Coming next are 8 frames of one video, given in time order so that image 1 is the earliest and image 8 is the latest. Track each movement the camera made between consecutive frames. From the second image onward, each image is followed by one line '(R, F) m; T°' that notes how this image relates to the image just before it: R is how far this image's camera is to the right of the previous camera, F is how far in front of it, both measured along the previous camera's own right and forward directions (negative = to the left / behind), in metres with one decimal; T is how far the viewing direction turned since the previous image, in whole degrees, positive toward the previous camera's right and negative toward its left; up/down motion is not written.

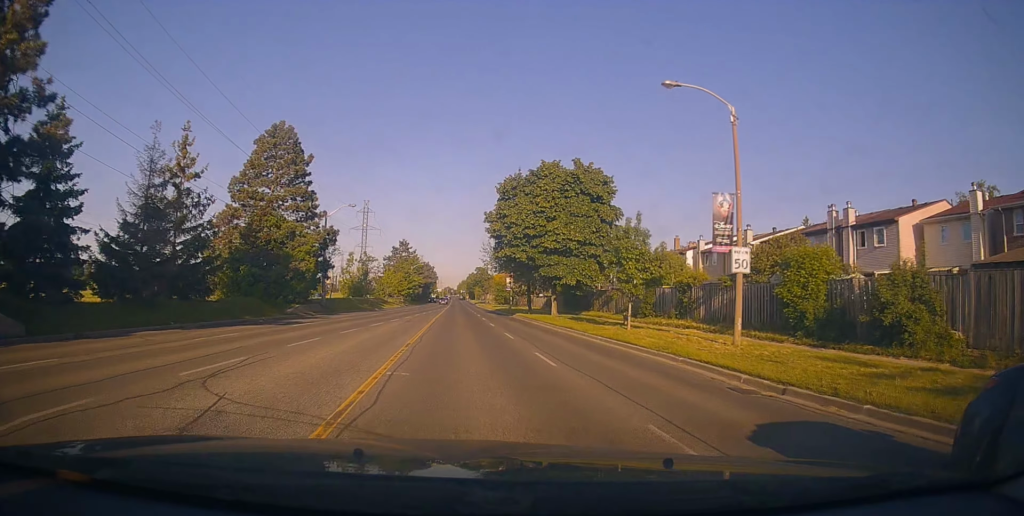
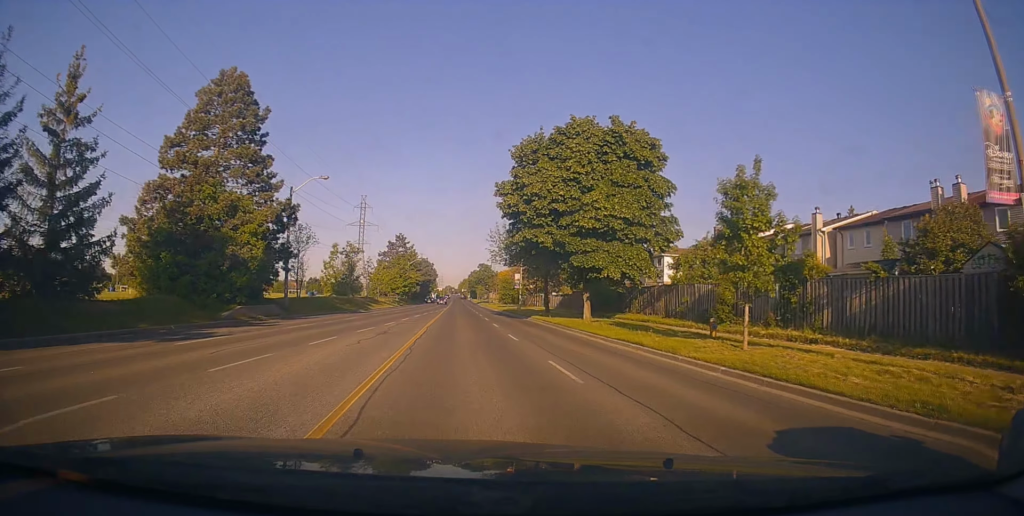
(+0.2, +10.7) m; +1°
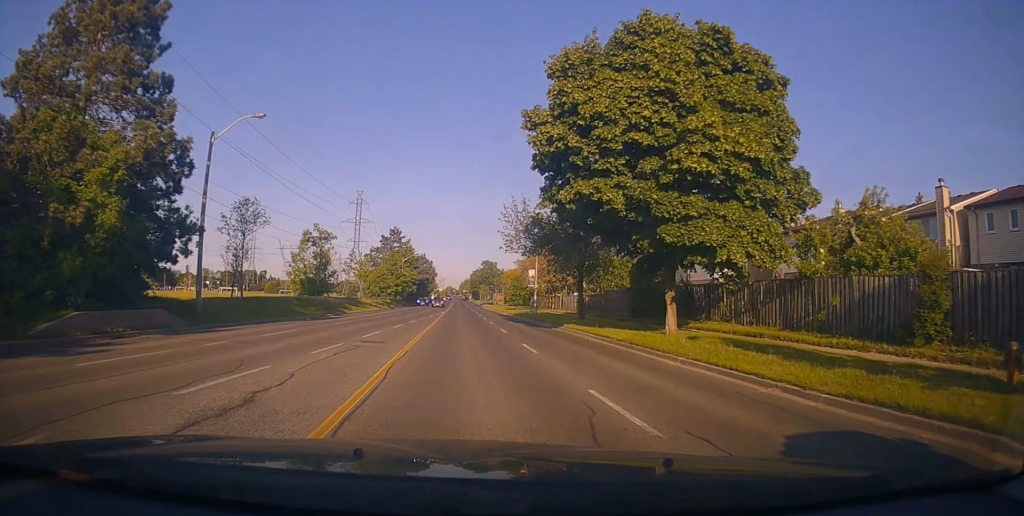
(0.0, +13.4) m; -2°
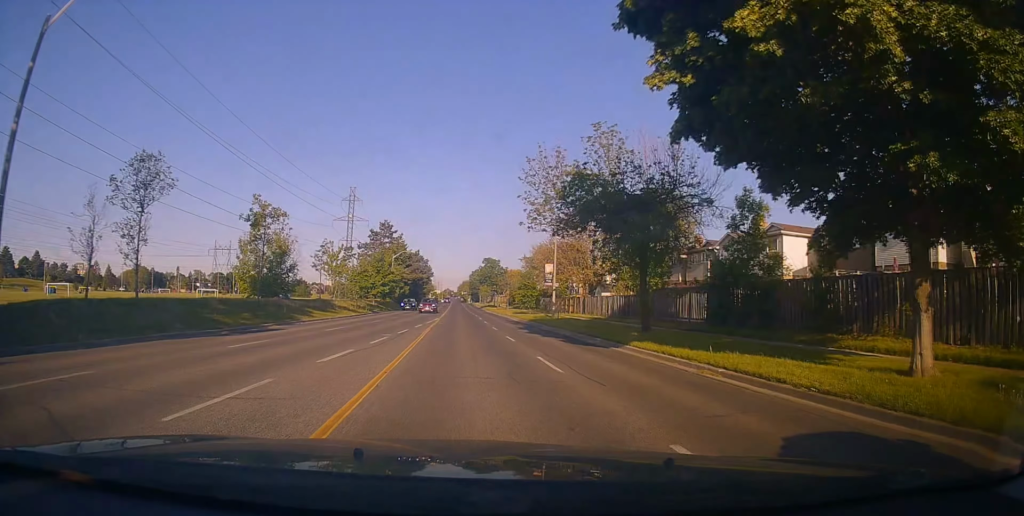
(-0.4, +12.0) m; -1°
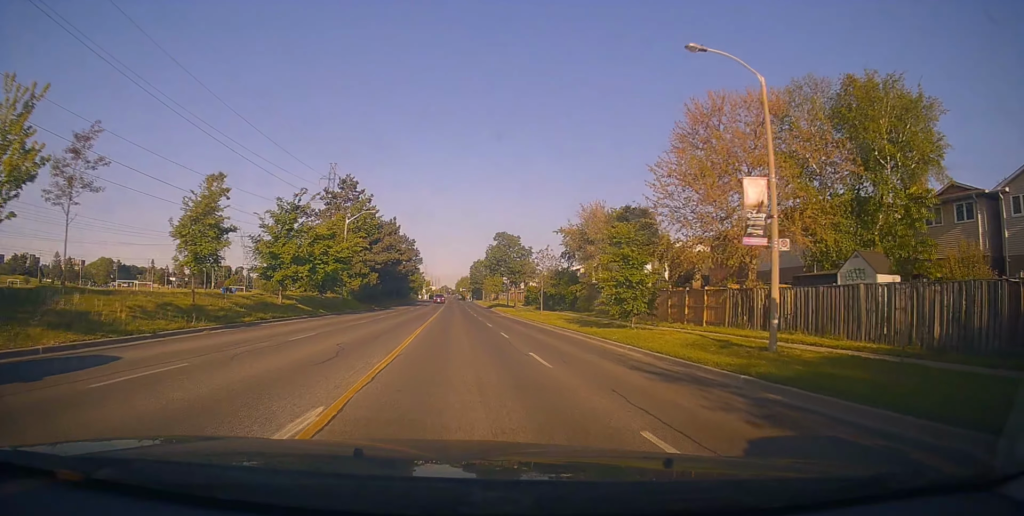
(+0.8, +34.2) m; +2°
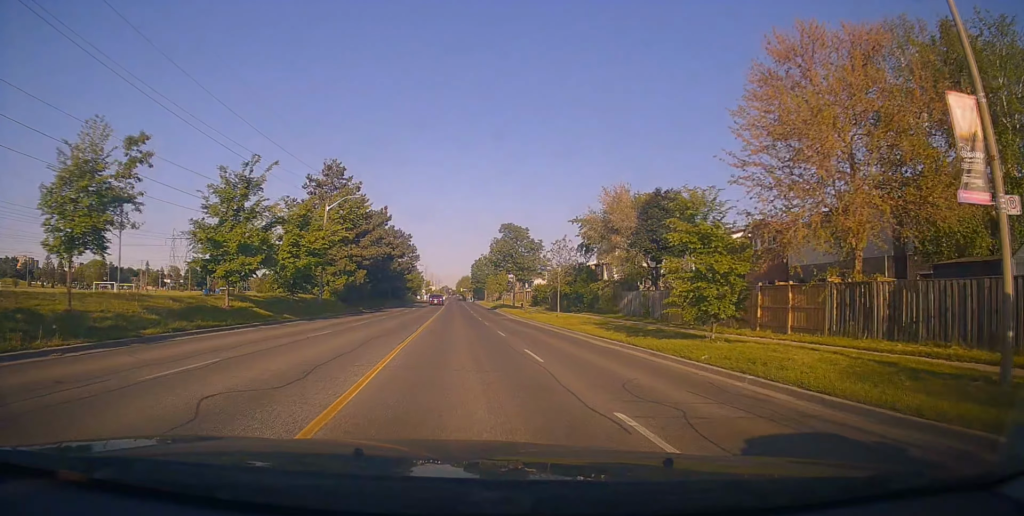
(0.0, +7.6) m; 0°
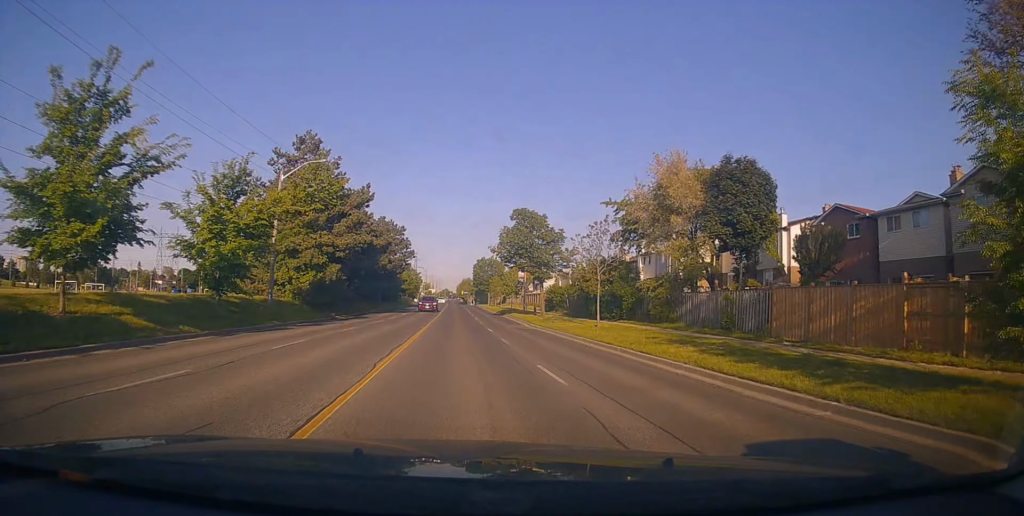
(0.0, +10.9) m; 0°
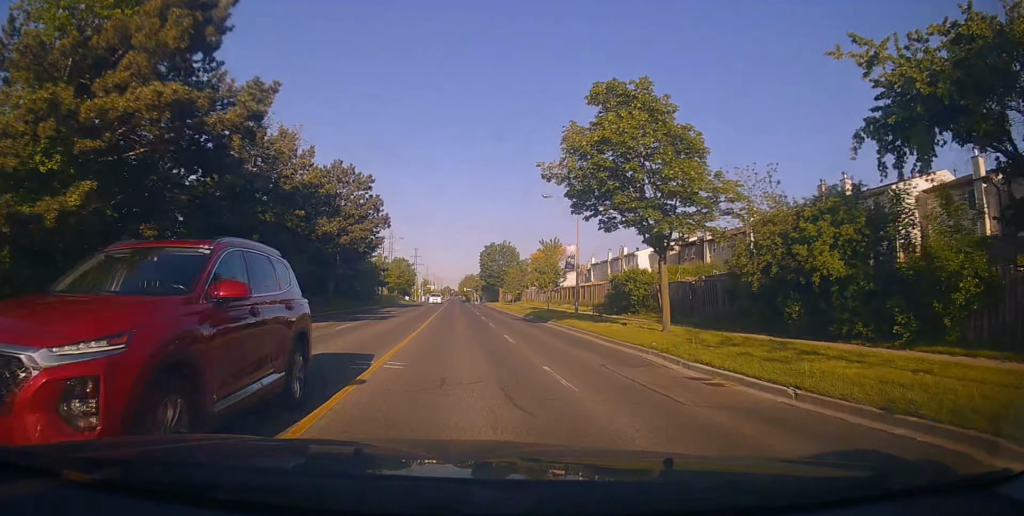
(0.0, +27.1) m; 0°
